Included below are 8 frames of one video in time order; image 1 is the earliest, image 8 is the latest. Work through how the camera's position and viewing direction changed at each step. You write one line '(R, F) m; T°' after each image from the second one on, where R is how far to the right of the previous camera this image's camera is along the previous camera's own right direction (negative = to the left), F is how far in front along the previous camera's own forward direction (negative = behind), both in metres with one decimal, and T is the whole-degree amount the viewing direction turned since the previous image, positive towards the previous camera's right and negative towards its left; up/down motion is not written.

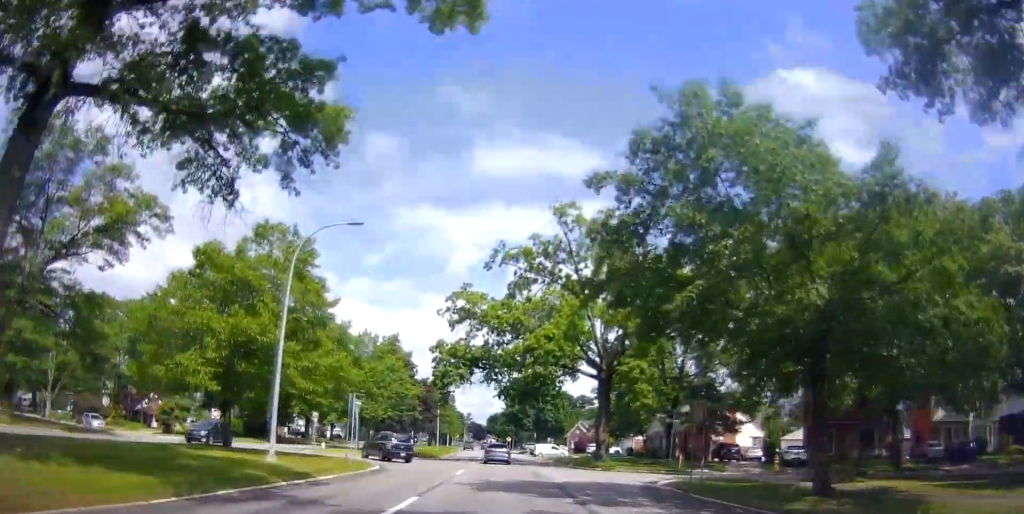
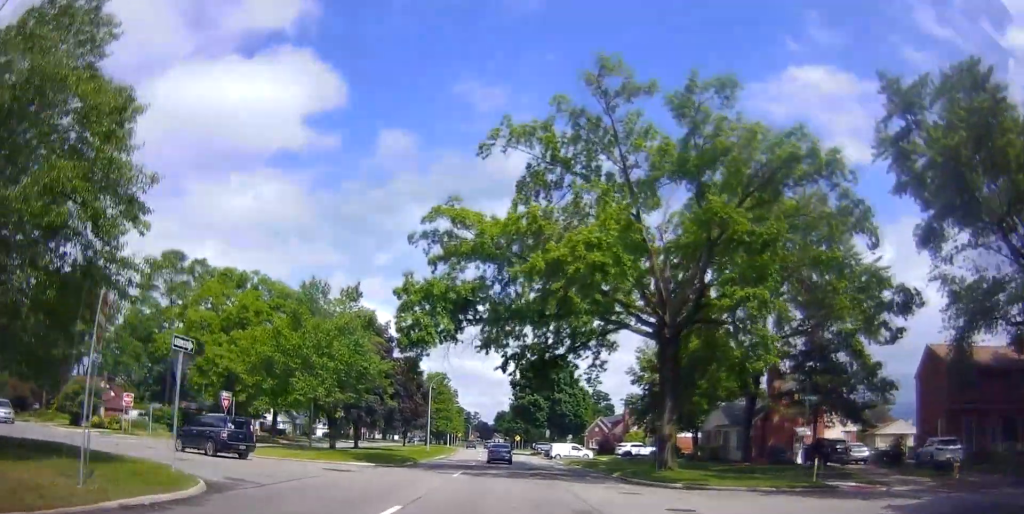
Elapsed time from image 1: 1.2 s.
(-1.0, +17.6) m; -1°
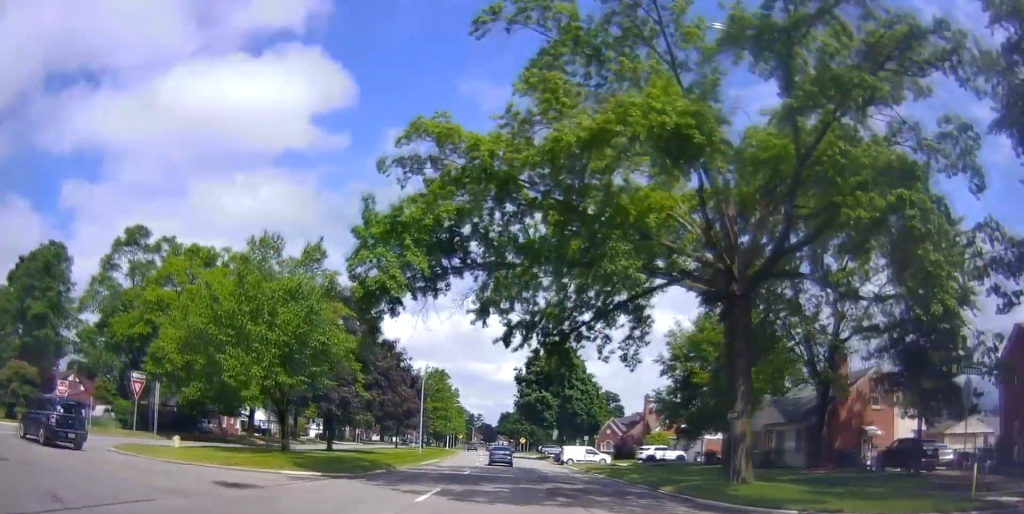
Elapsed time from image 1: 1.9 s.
(+0.4, +9.1) m; +2°
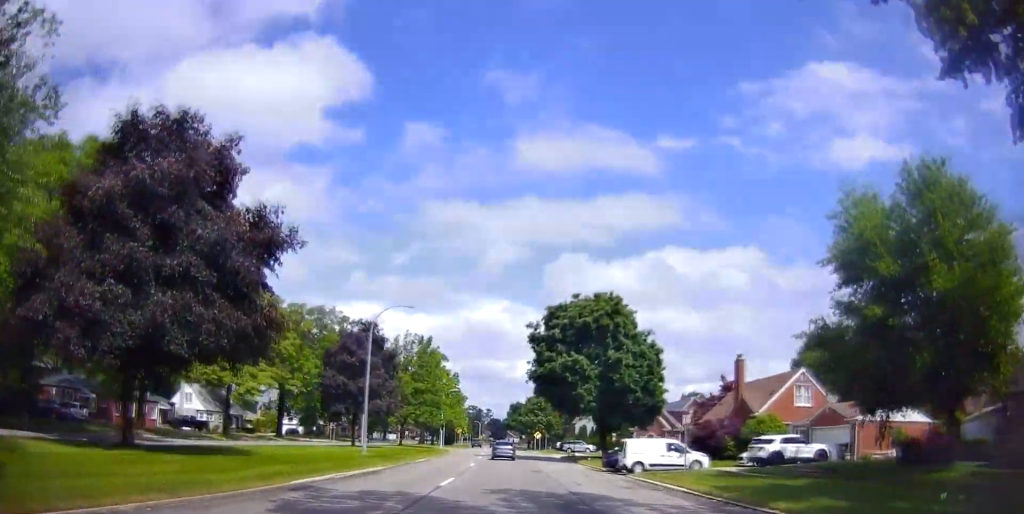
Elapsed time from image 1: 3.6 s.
(+0.1, +24.9) m; 0°
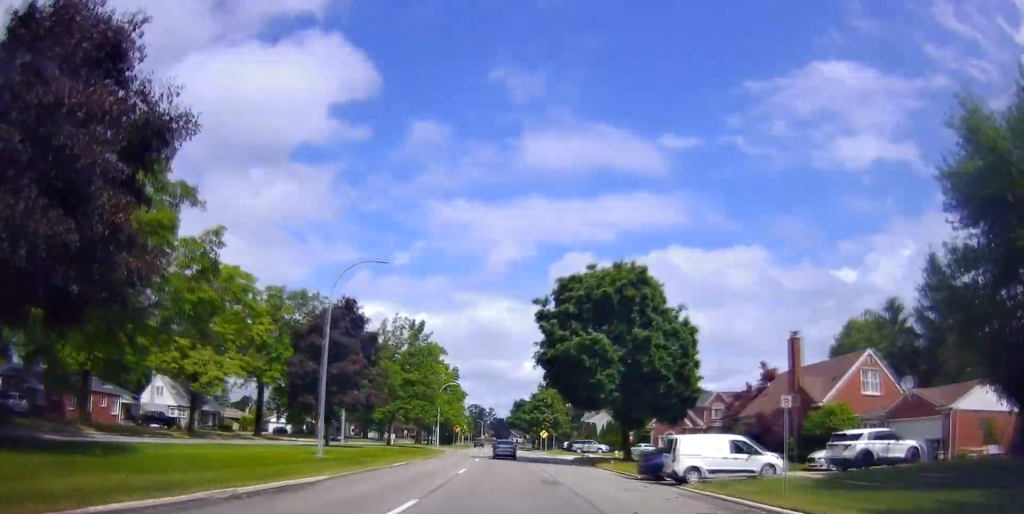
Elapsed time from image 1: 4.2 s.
(-0.1, +8.1) m; 0°
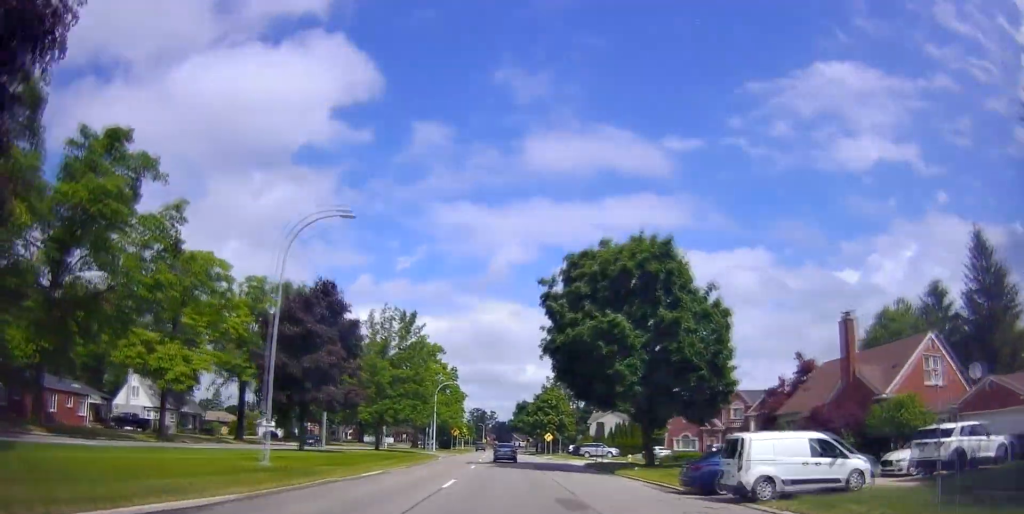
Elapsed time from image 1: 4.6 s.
(+0.2, +5.8) m; -2°
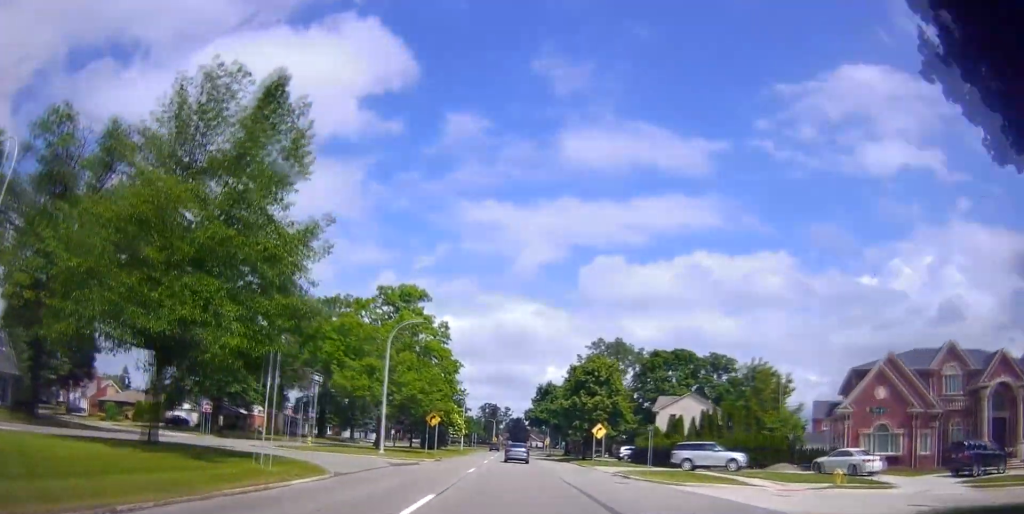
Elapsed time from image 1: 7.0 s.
(-1.3, +36.3) m; -1°
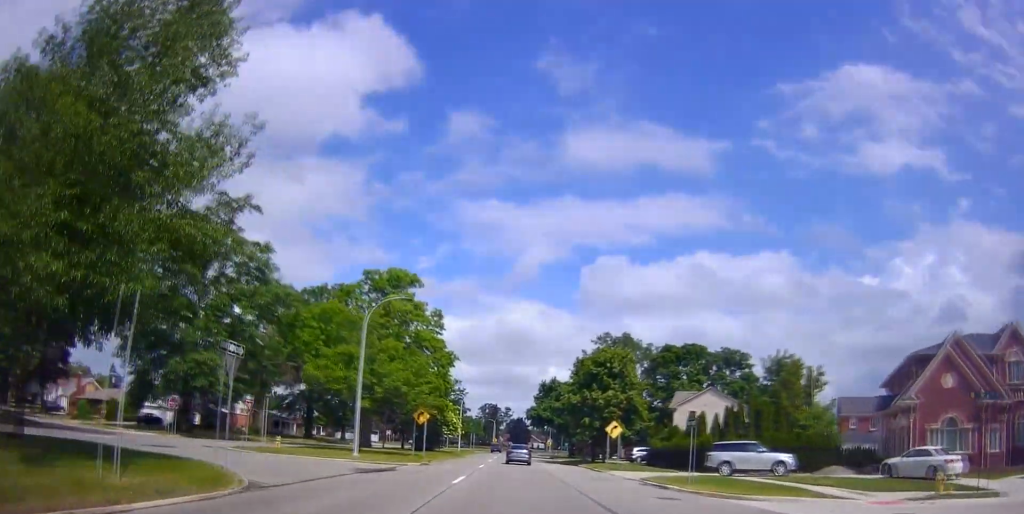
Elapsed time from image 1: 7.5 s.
(-0.1, +6.8) m; 0°
